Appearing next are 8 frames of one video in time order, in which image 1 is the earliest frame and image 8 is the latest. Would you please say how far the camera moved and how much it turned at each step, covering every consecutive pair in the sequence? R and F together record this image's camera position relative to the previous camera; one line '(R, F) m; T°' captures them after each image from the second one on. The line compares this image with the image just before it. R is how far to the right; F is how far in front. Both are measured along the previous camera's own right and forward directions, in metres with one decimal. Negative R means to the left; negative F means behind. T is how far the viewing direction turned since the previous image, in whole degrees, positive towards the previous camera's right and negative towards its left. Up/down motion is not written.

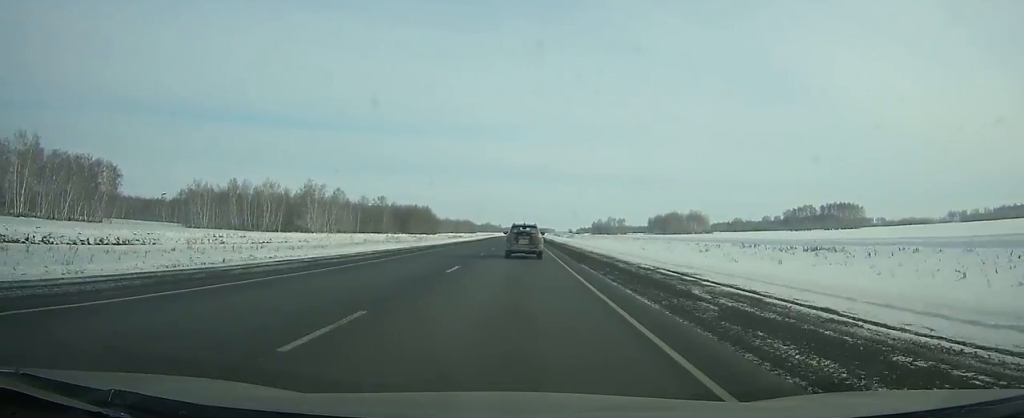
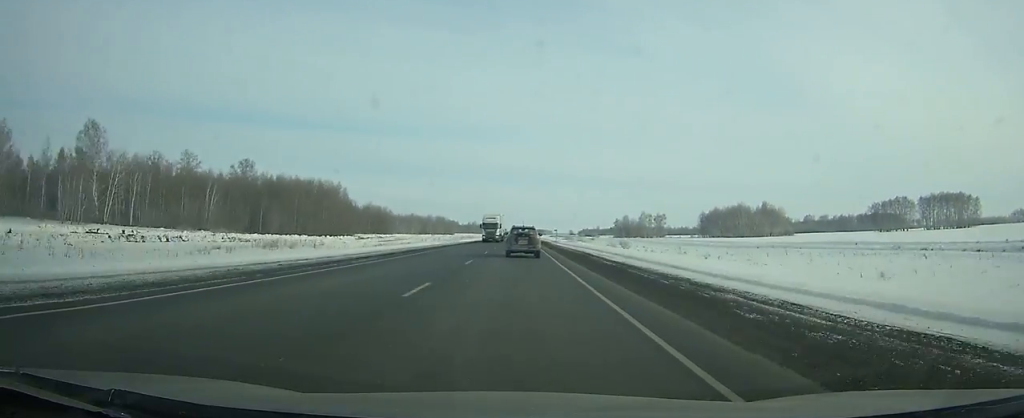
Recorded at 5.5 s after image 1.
(+0.2, +154.3) m; 0°
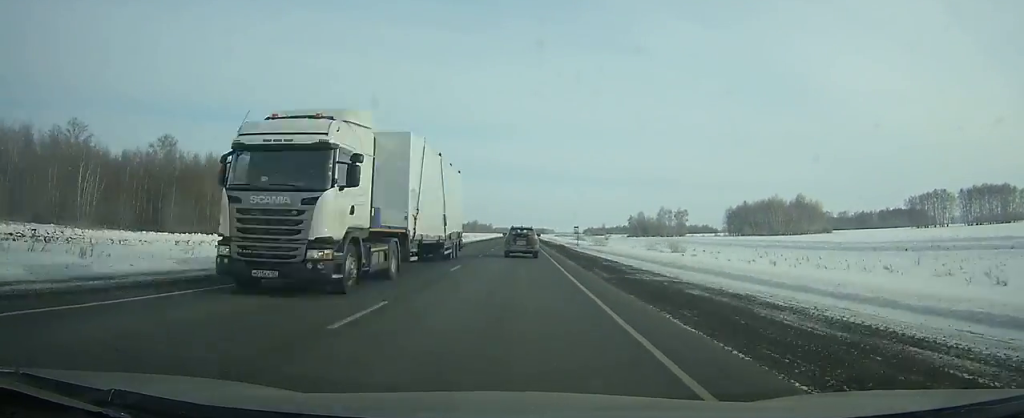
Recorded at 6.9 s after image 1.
(+0.1, +39.9) m; 0°
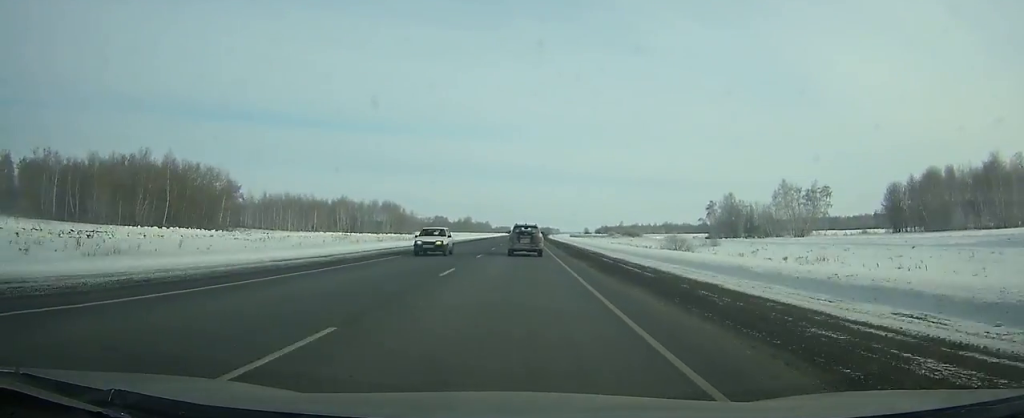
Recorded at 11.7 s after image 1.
(-0.2, +131.8) m; 0°
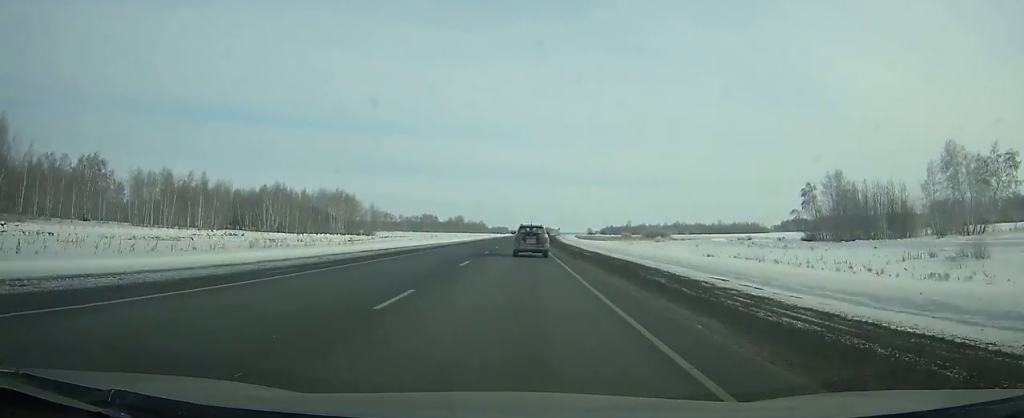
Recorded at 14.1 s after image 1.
(+0.1, +62.9) m; 0°
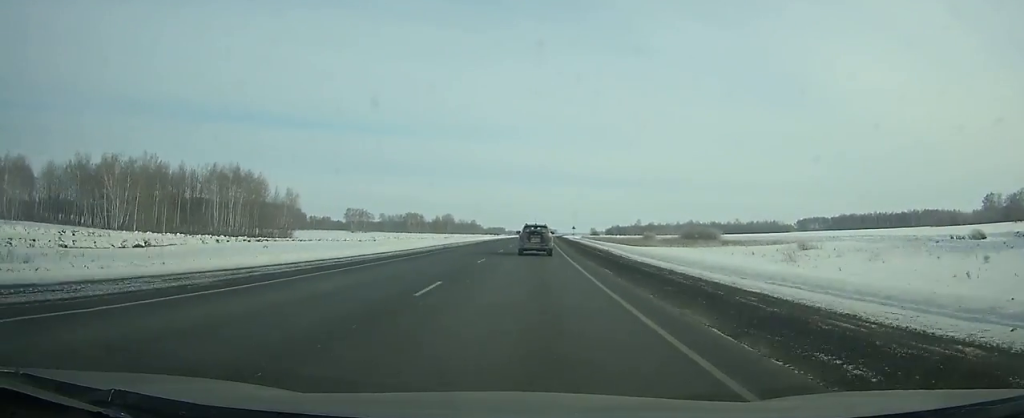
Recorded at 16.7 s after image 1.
(+0.2, +66.7) m; +1°
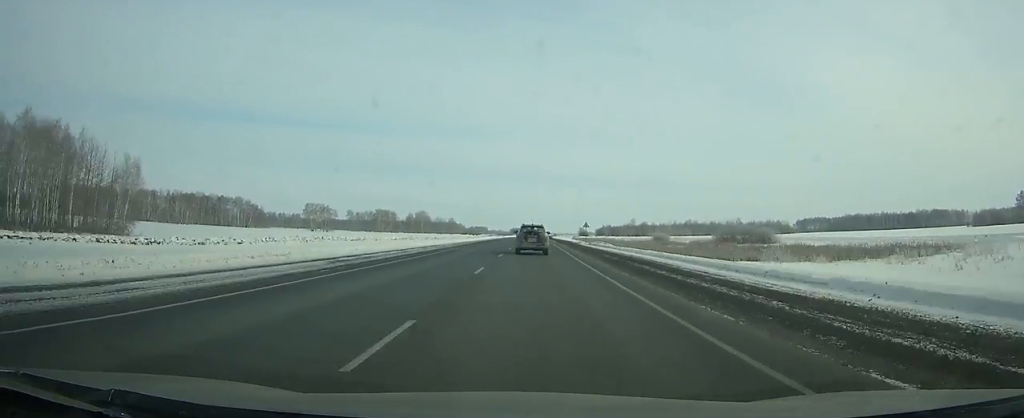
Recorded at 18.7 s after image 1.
(+0.3, +52.0) m; +1°
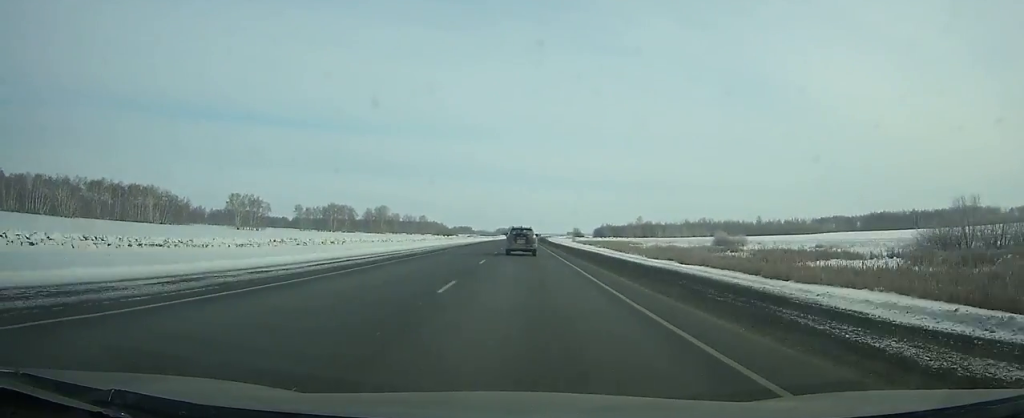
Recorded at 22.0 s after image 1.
(+1.2, +83.7) m; +1°
